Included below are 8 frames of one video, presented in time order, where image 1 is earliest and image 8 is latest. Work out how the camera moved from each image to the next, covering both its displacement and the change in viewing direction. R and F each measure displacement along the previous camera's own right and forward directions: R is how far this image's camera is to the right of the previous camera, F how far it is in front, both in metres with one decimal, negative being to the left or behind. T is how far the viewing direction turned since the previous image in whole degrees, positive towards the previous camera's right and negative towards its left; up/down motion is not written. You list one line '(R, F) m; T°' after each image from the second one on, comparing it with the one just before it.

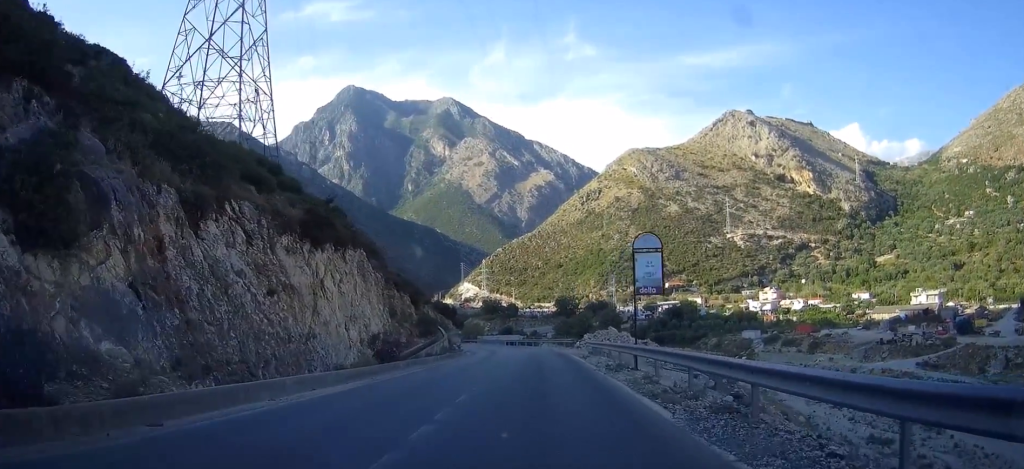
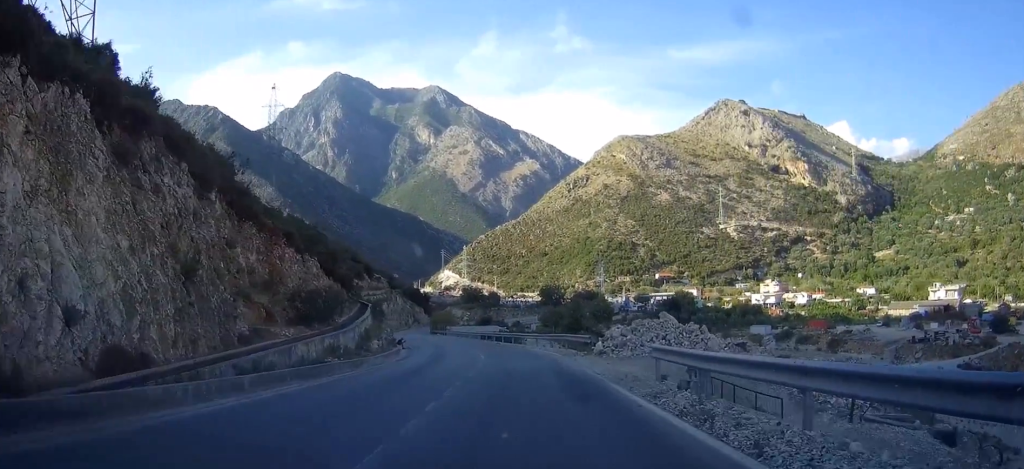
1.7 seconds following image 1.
(+0.6, +26.0) m; +2°
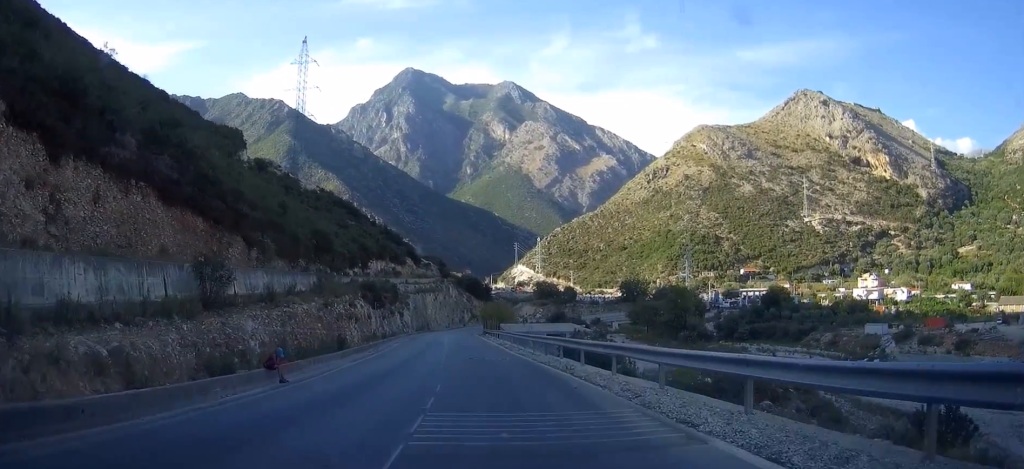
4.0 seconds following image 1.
(-1.3, +33.1) m; -6°
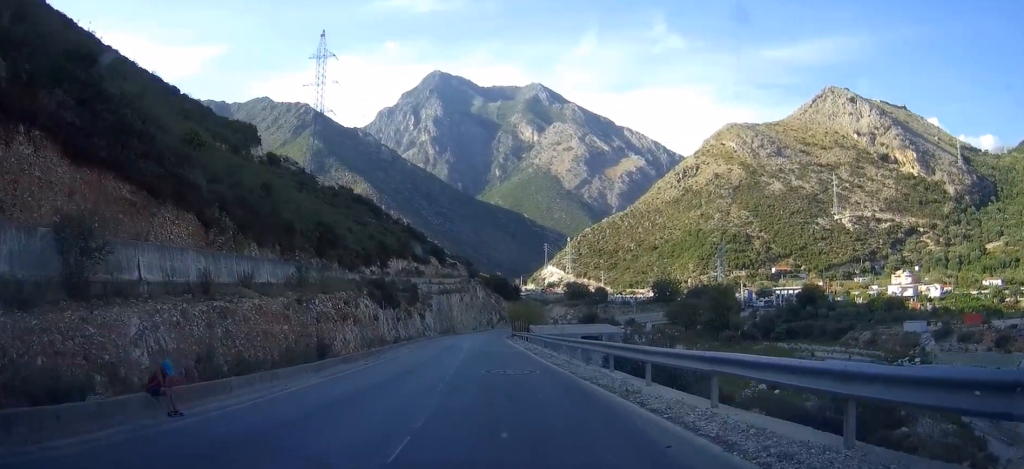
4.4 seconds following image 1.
(-0.1, +6.5) m; -2°
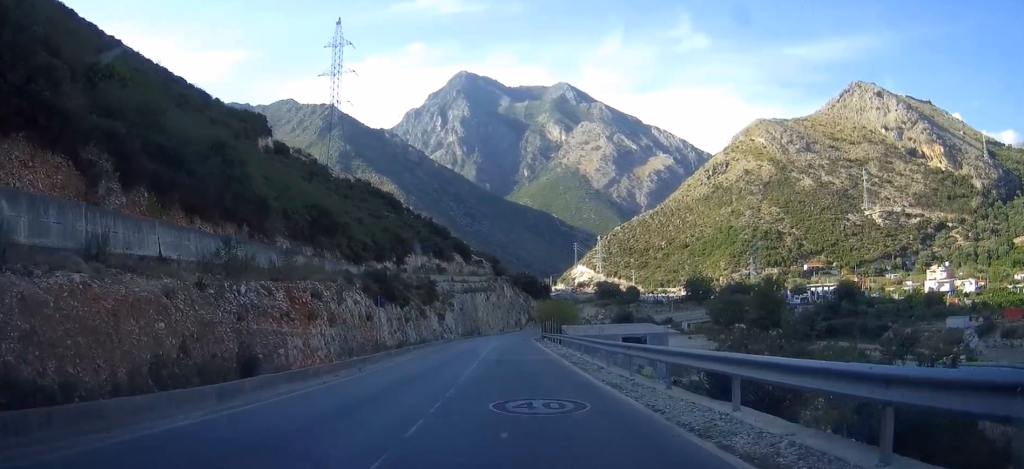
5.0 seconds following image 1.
(-0.2, +8.3) m; -2°
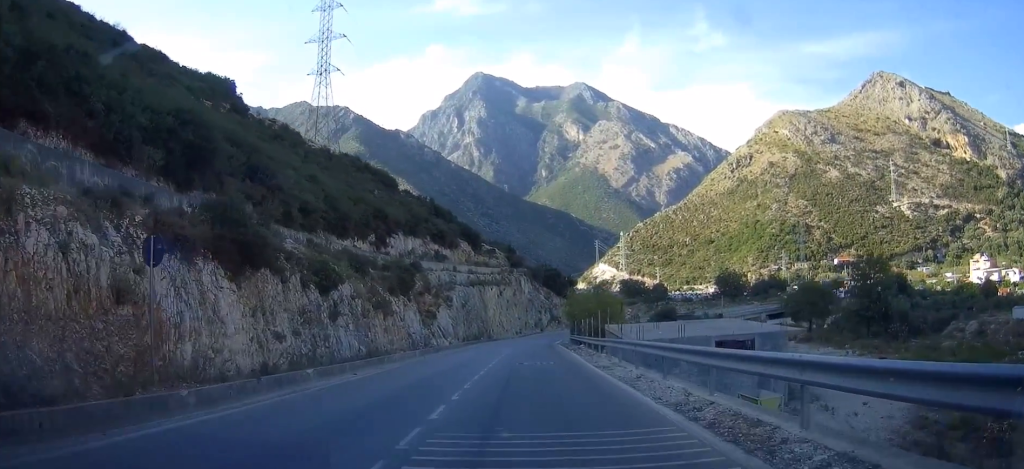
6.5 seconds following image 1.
(-0.6, +20.2) m; -2°
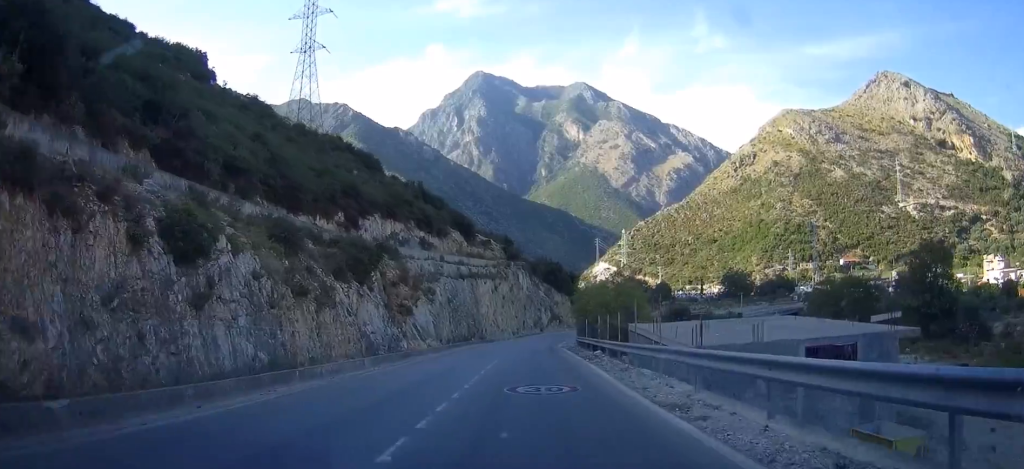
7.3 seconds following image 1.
(0.0, +10.6) m; 0°
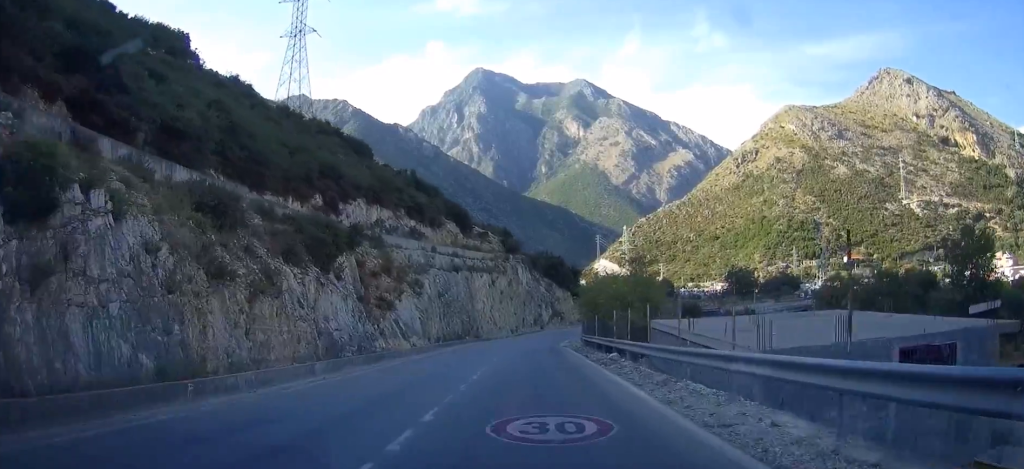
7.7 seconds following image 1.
(0.0, +5.9) m; 0°
